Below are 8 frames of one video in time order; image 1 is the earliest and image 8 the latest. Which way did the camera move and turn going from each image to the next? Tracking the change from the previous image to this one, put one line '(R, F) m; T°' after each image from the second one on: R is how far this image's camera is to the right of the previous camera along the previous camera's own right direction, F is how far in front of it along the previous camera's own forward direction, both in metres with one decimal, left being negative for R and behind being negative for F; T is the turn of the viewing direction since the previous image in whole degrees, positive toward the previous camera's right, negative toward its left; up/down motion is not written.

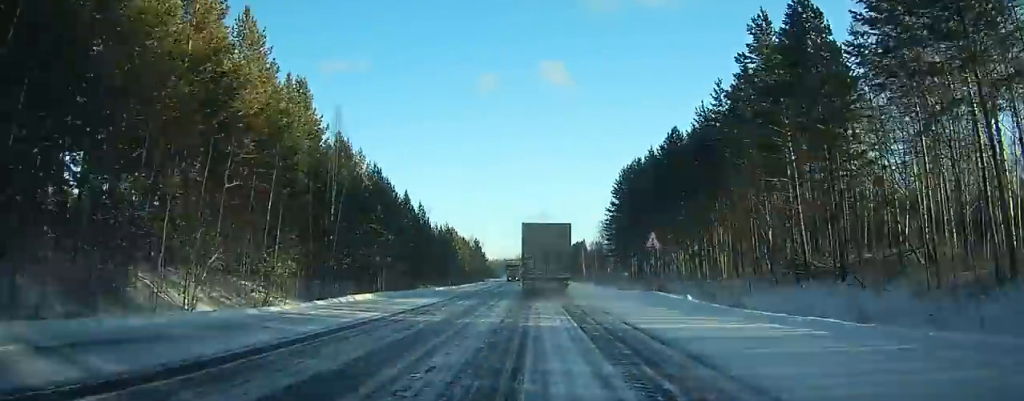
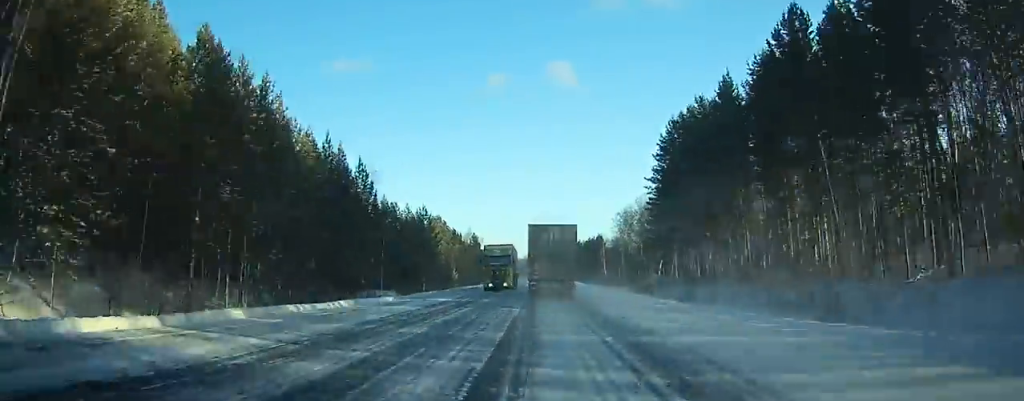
(-0.3, +30.1) m; -1°
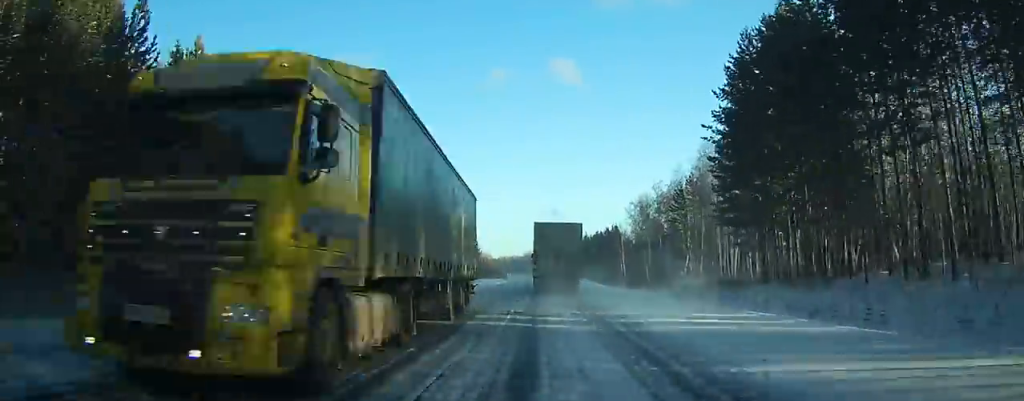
(-0.1, +23.3) m; 0°
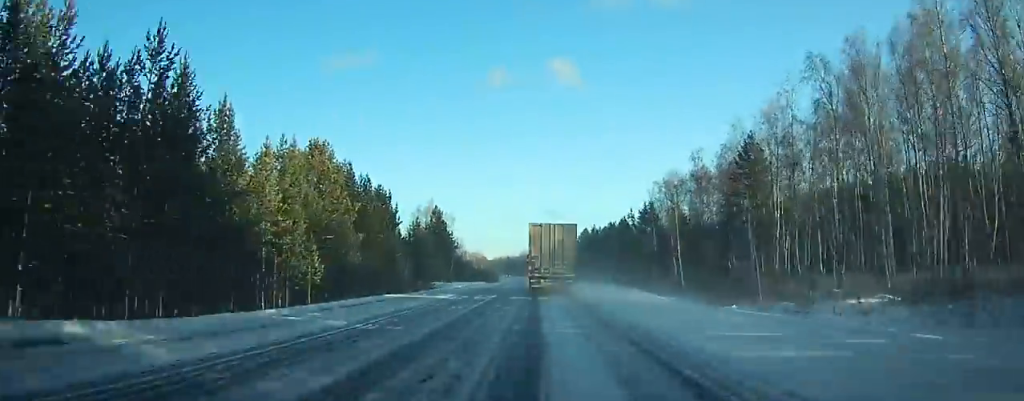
(-0.2, +38.3) m; 0°
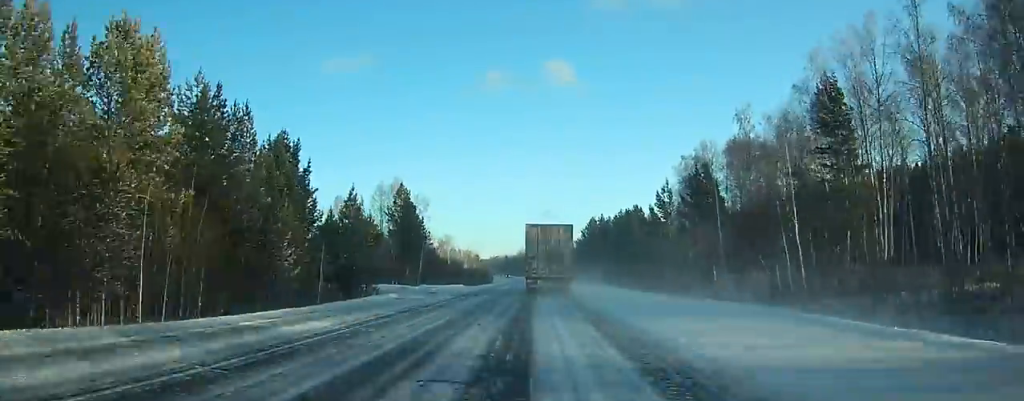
(0.0, +25.9) m; 0°
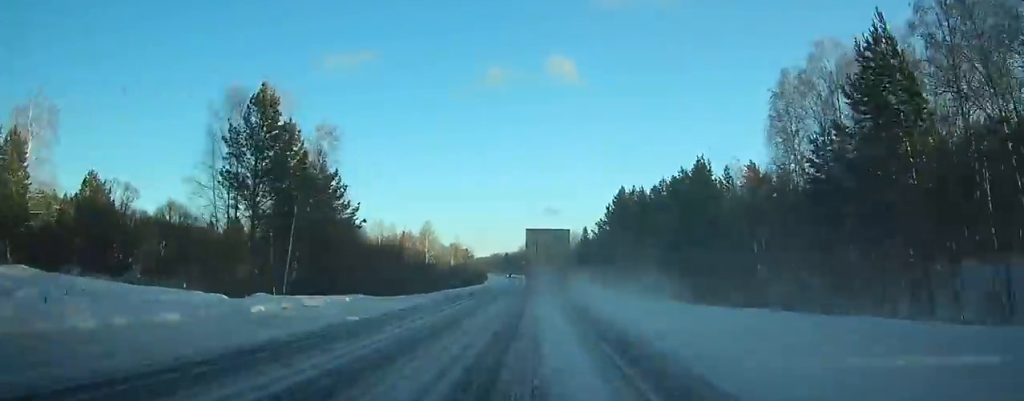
(-0.1, +43.3) m; 0°
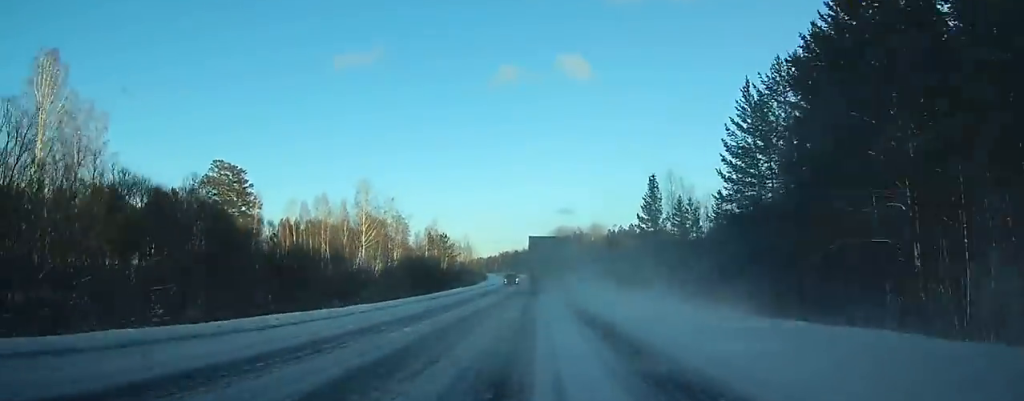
(-0.4, +65.7) m; -1°
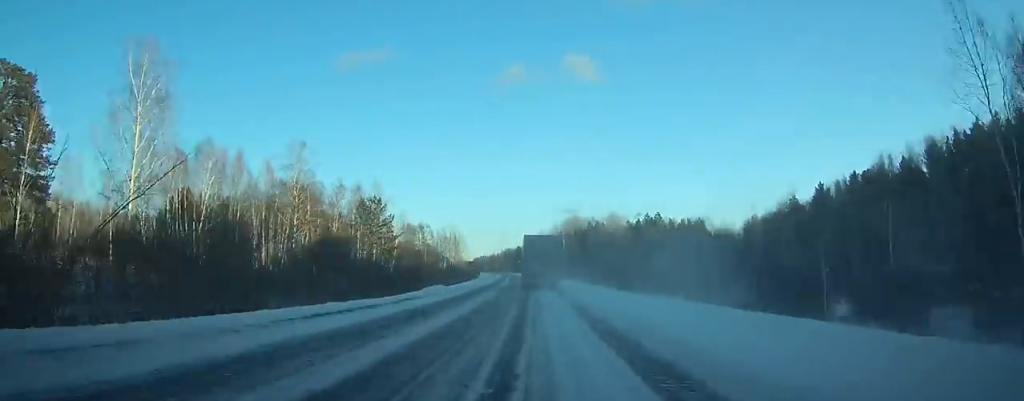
(-0.2, +53.9) m; -1°
